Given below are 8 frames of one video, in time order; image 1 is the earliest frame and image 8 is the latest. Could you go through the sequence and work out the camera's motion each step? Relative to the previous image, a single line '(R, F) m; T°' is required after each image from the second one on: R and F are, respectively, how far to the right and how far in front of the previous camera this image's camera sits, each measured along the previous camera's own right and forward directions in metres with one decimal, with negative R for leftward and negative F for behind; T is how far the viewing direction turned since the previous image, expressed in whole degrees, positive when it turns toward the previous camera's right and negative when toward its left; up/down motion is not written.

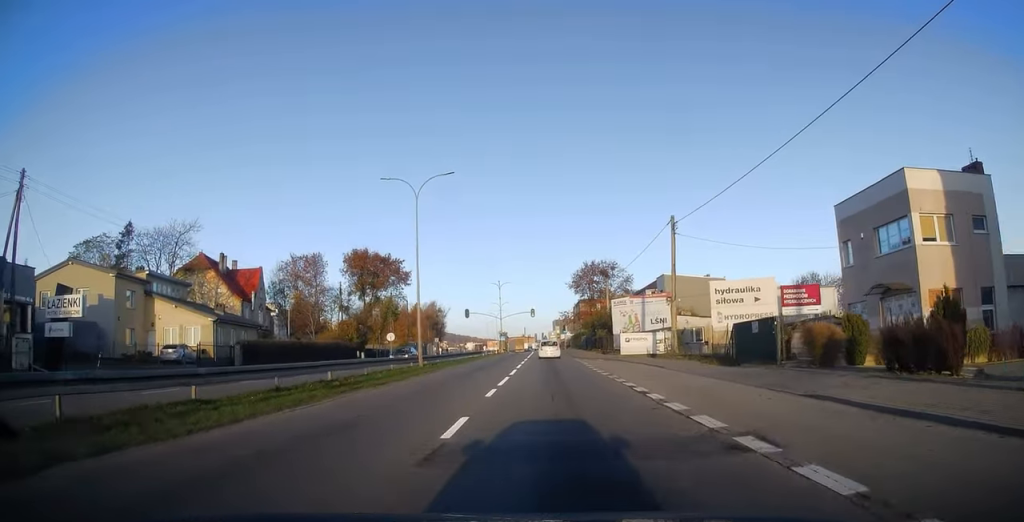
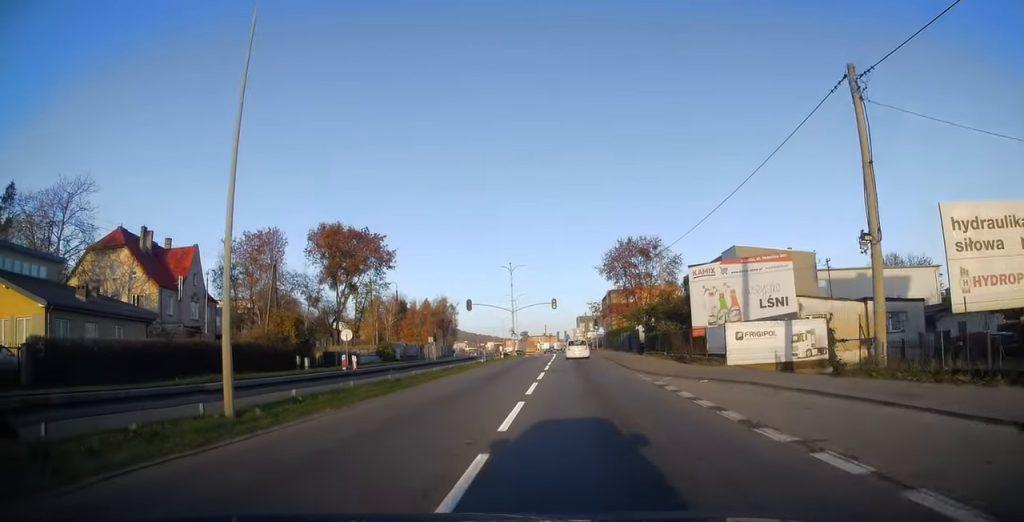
(0.0, +21.0) m; -1°
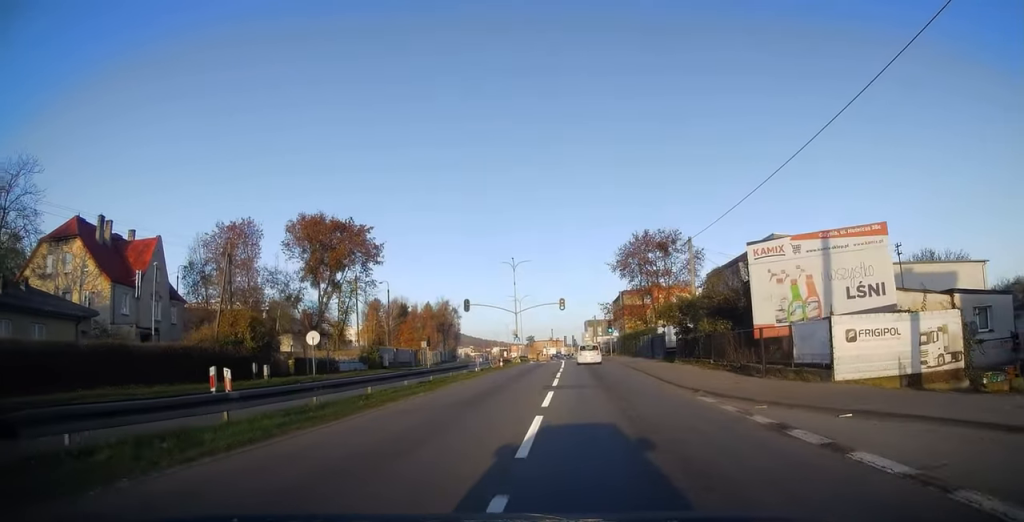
(-0.1, +7.9) m; 0°
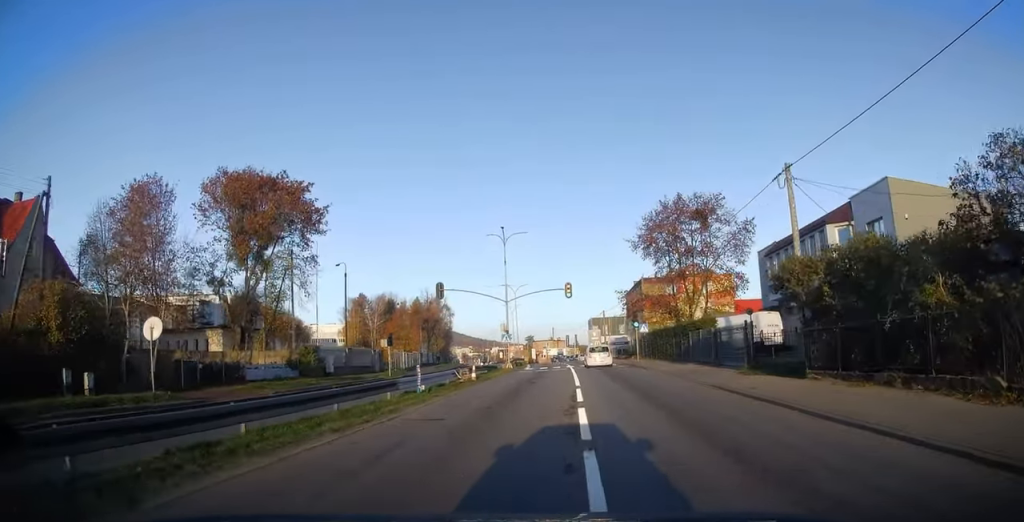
(-0.2, +16.8) m; 0°
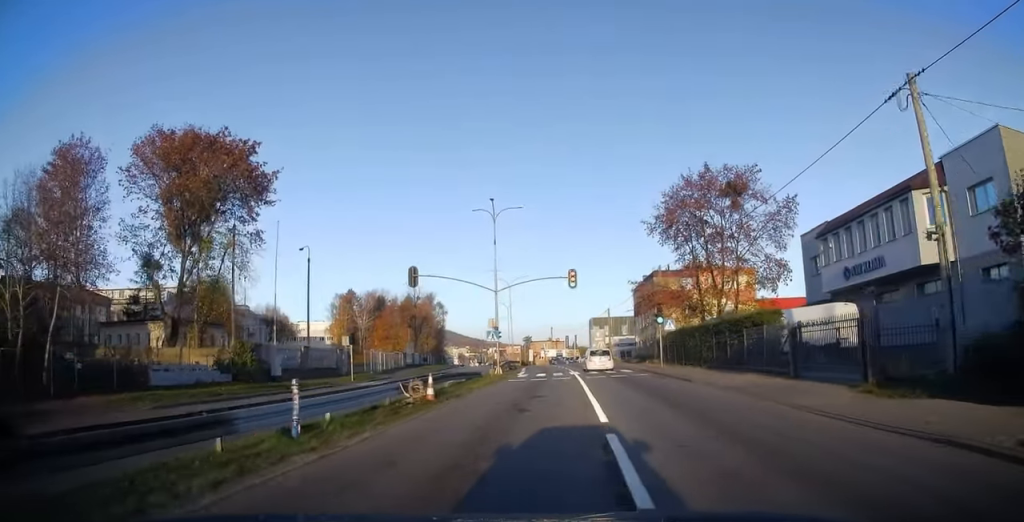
(+0.2, +9.4) m; +1°
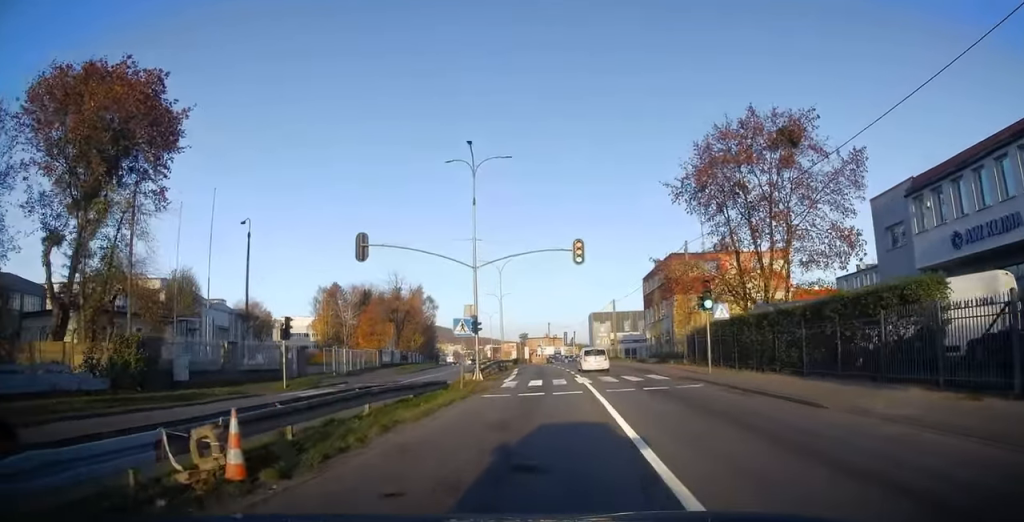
(0.0, +10.5) m; 0°
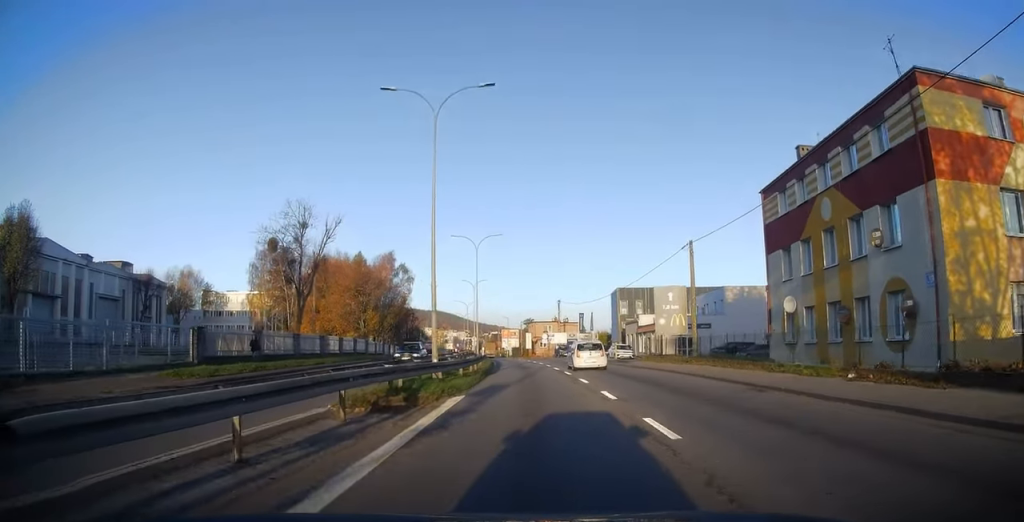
(-0.7, +38.4) m; -2°
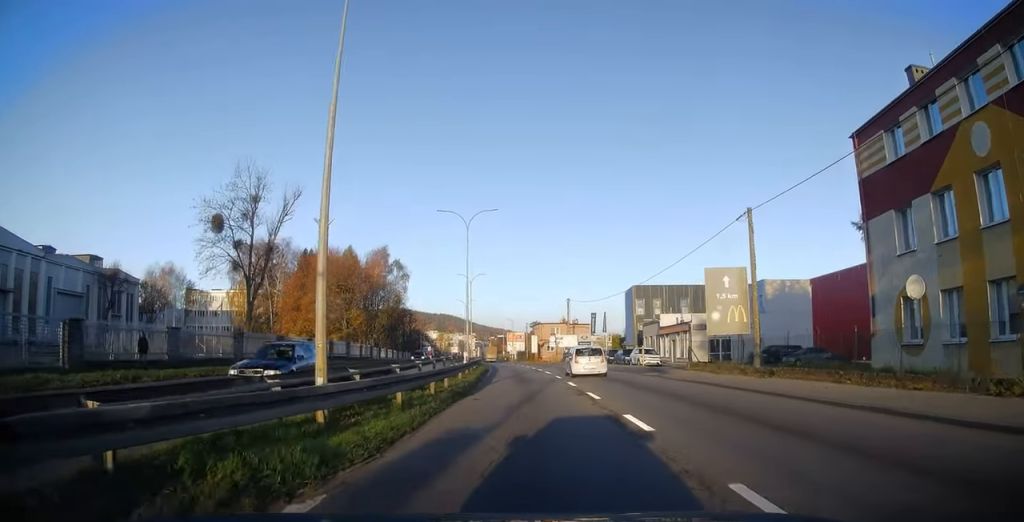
(+0.1, +10.6) m; 0°
